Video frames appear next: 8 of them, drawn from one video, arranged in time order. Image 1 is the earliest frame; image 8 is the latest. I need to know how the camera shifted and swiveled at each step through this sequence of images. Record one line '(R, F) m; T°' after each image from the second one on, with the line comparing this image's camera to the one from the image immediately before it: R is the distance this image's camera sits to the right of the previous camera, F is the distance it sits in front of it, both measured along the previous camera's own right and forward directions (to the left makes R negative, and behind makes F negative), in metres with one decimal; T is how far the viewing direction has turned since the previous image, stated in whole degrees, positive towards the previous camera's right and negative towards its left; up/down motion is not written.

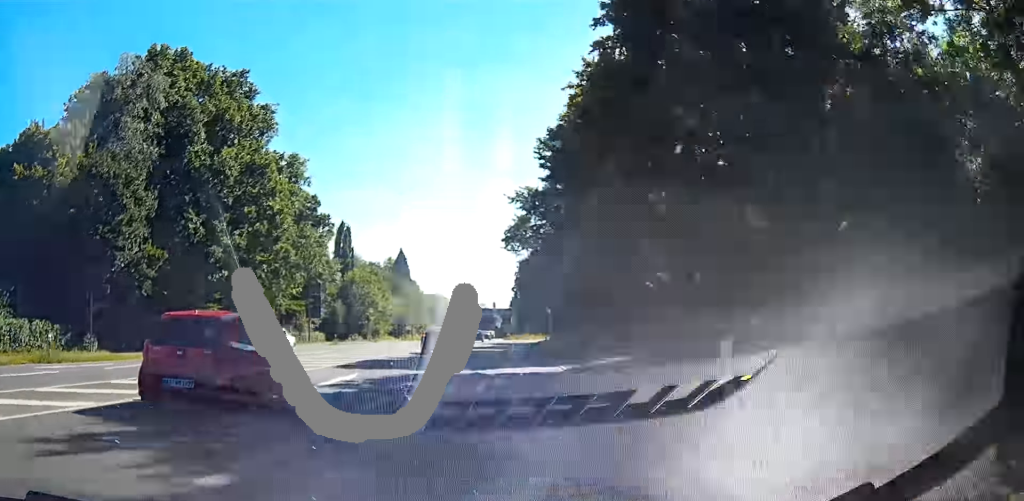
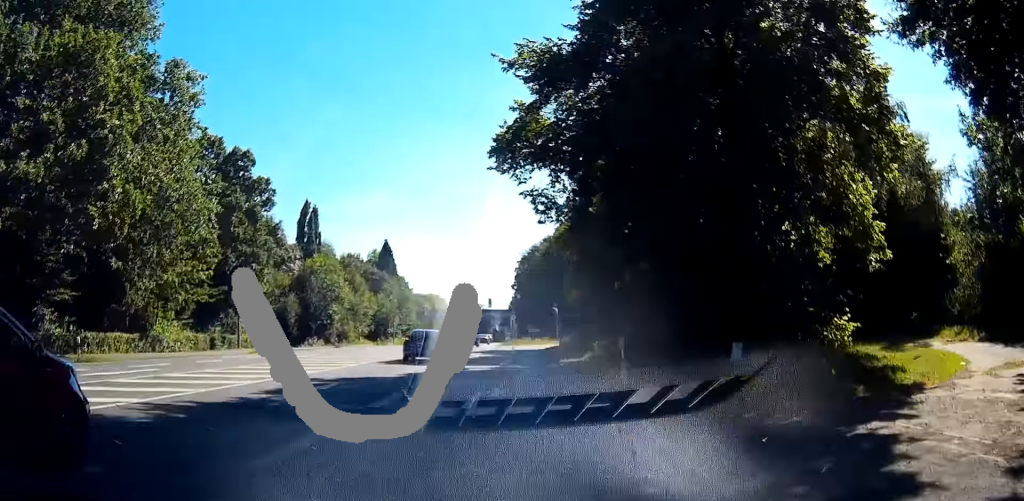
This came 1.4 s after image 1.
(-0.2, +22.0) m; -1°
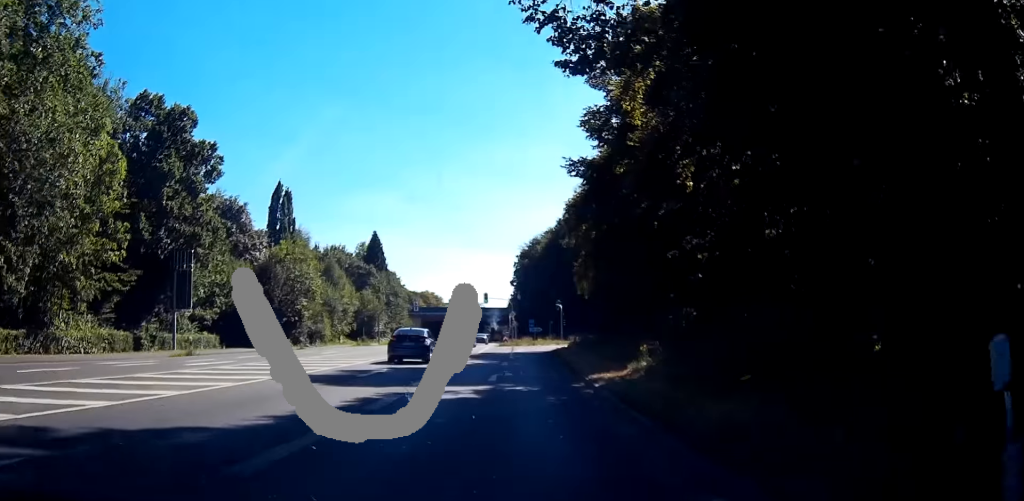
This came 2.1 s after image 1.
(0.0, +12.0) m; +1°
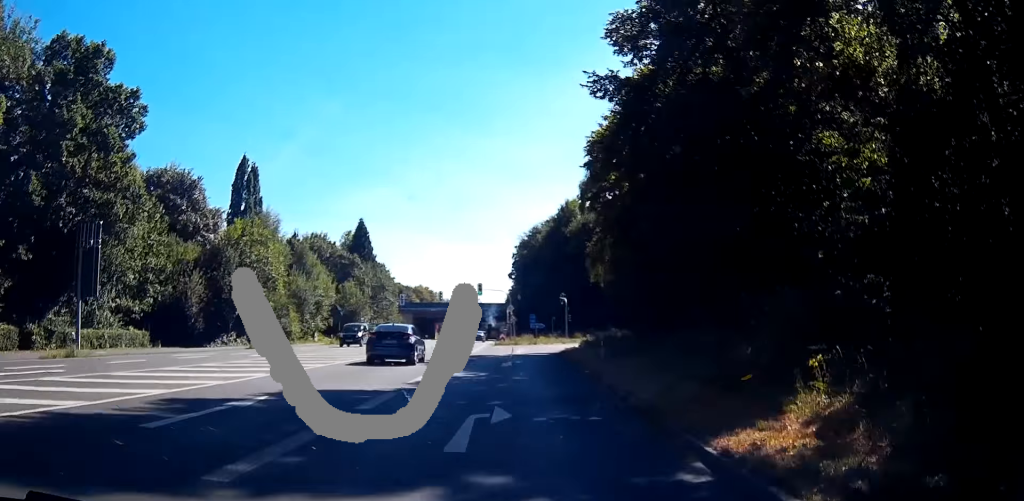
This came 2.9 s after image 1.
(0.0, +11.5) m; +3°
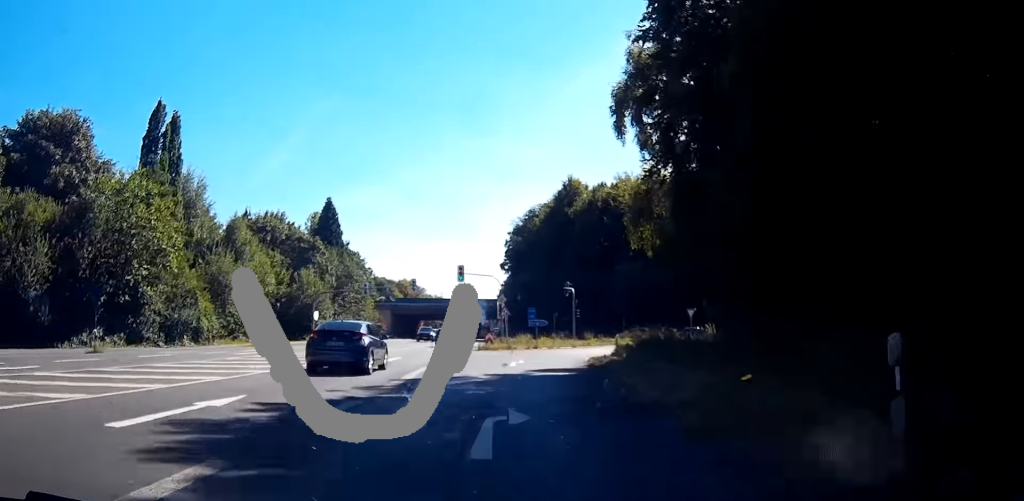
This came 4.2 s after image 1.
(+1.2, +18.2) m; +4°
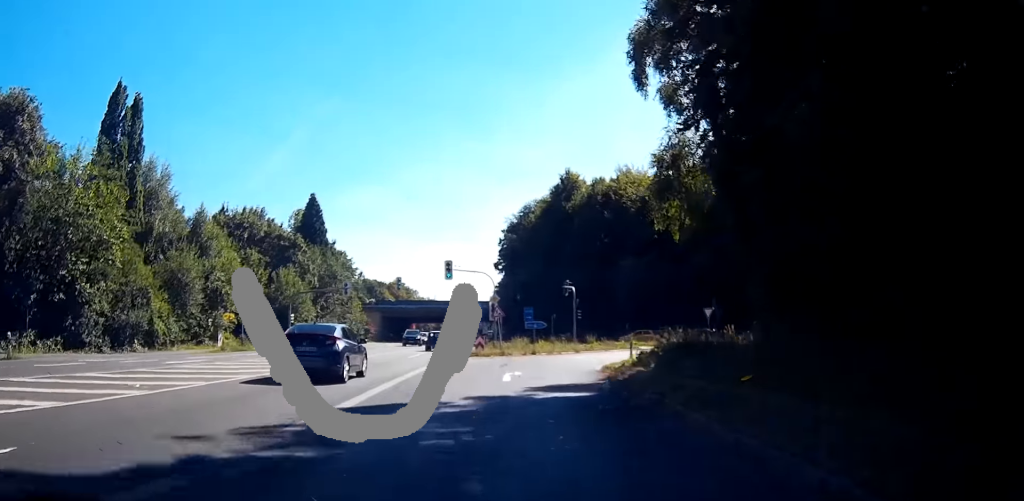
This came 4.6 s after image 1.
(0.0, +5.7) m; 0°
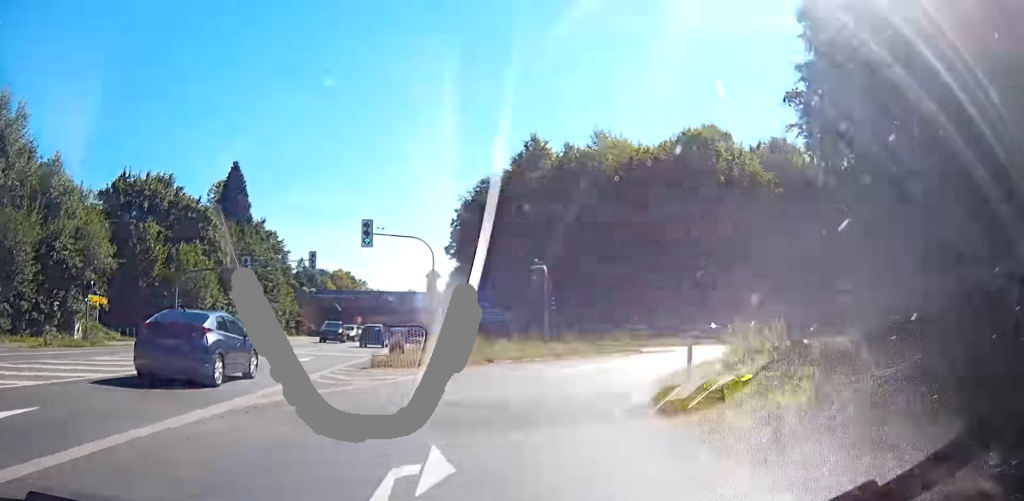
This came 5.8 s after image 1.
(0.0, +15.5) m; +9°
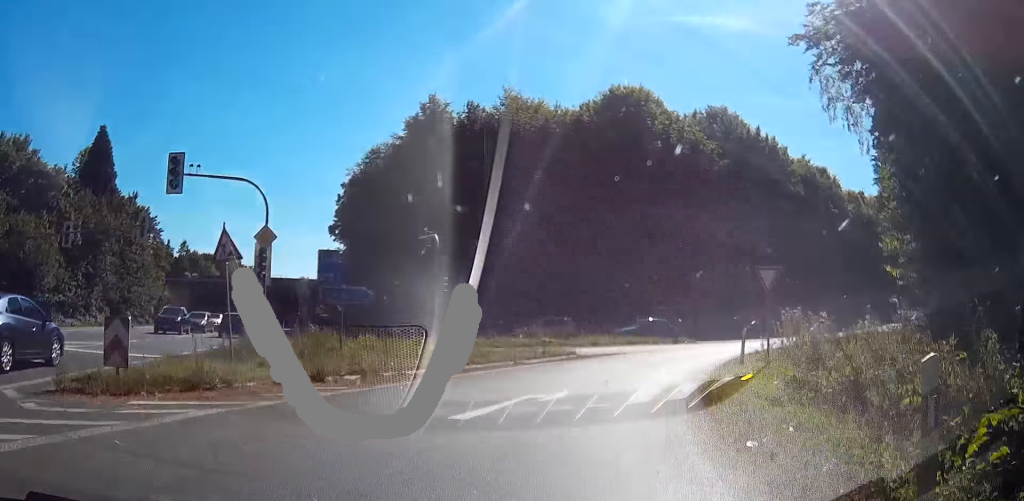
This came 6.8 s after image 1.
(+1.9, +12.0) m; +16°
